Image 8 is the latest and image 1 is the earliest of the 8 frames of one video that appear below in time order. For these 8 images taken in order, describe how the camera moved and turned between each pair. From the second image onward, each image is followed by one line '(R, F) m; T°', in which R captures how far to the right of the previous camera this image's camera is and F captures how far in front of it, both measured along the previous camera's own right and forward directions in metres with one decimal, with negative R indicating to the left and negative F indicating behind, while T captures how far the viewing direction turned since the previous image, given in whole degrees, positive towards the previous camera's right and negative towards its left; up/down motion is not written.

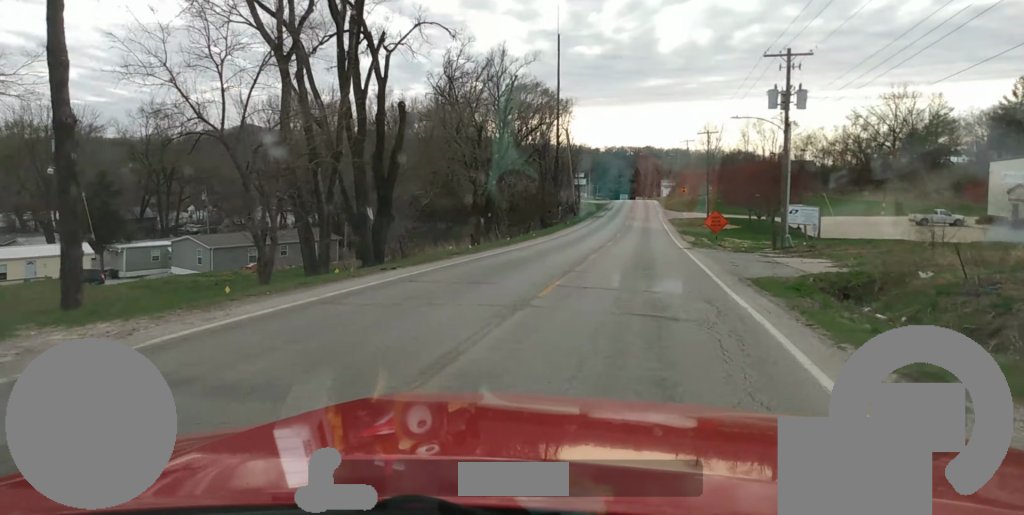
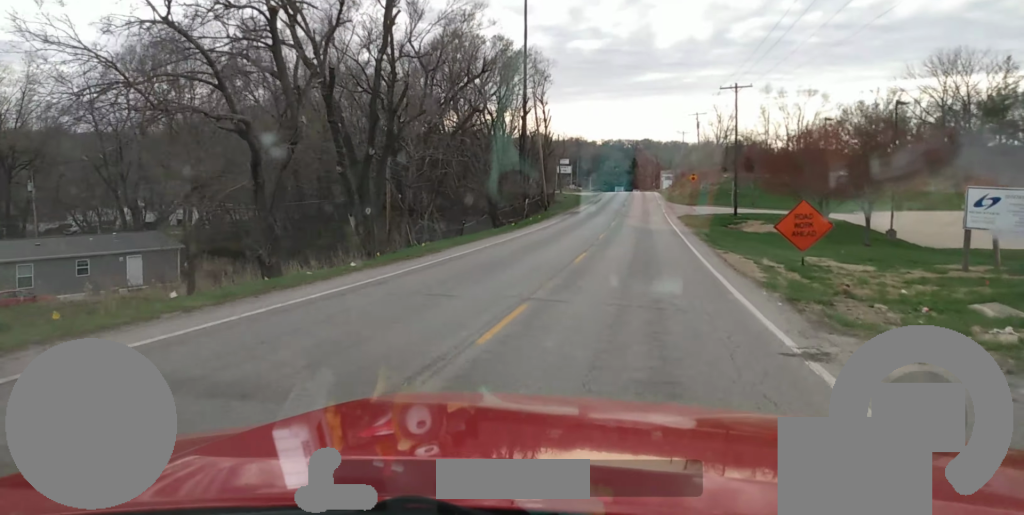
(0.0, +29.6) m; 0°
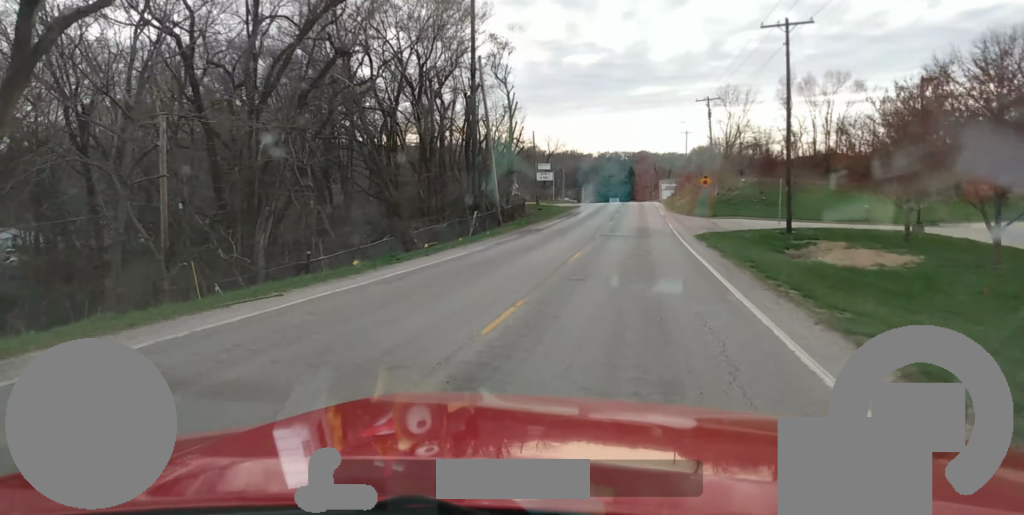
(+0.2, +24.4) m; 0°
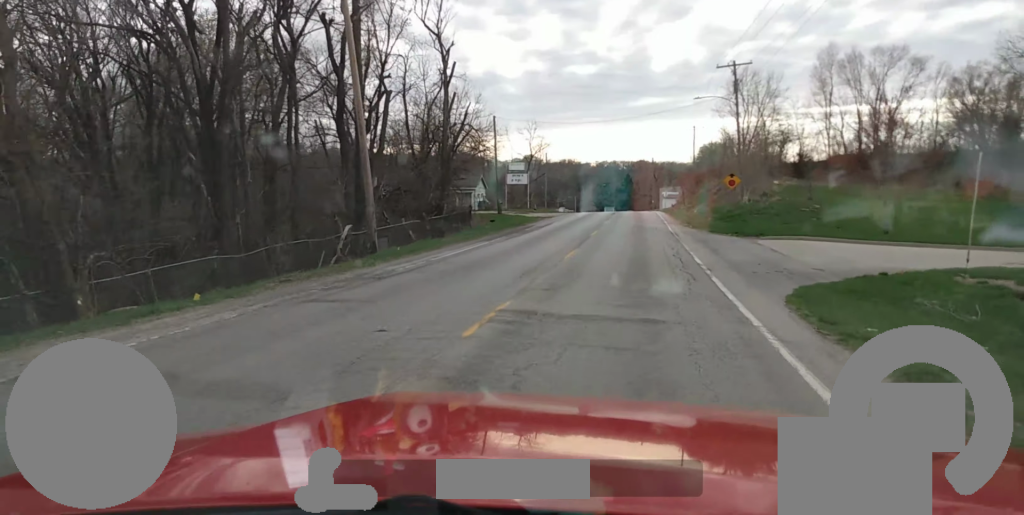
(0.0, +24.6) m; 0°
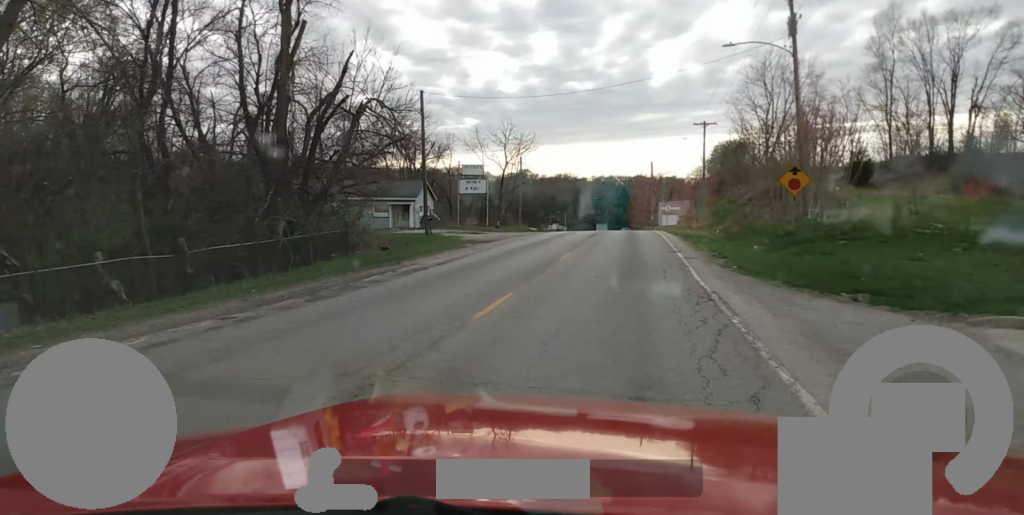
(-0.1, +22.6) m; 0°
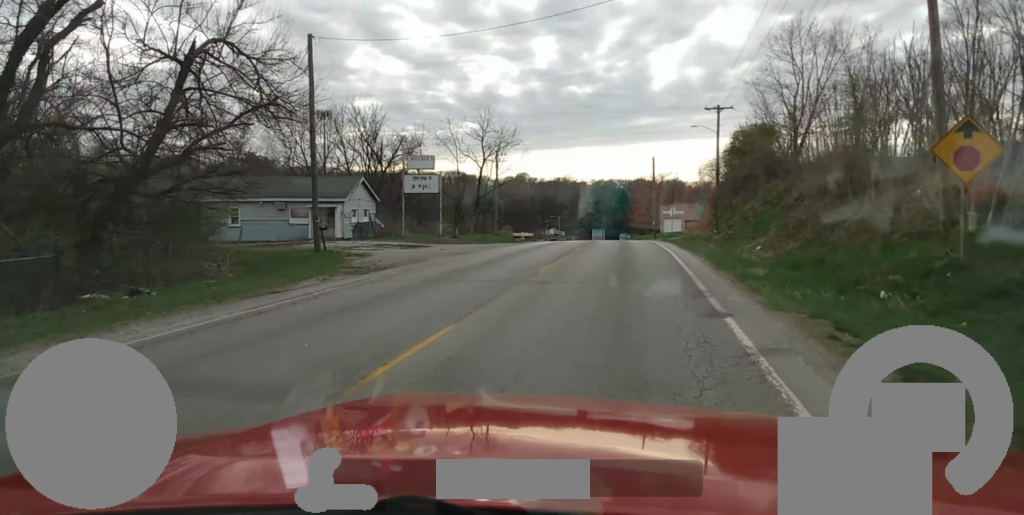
(0.0, +16.6) m; 0°
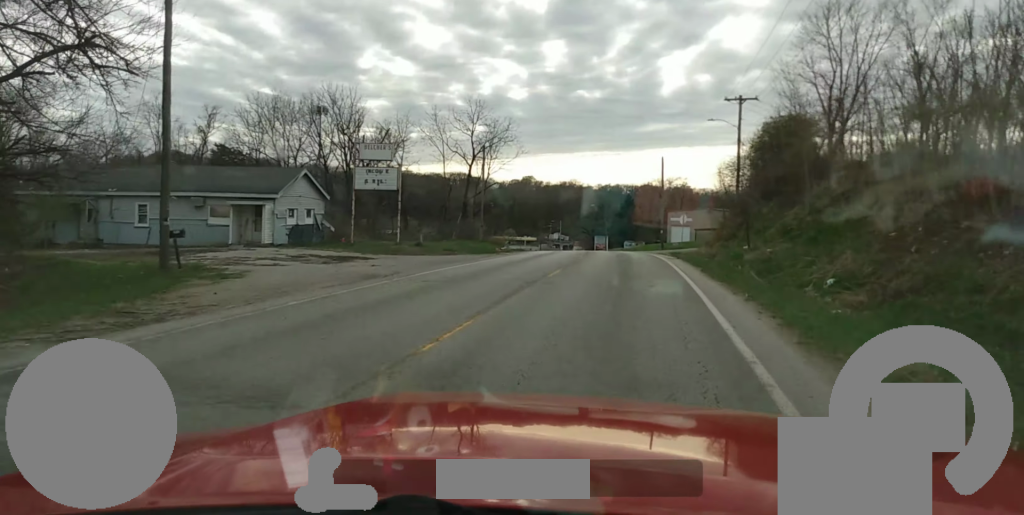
(0.0, +10.1) m; 0°
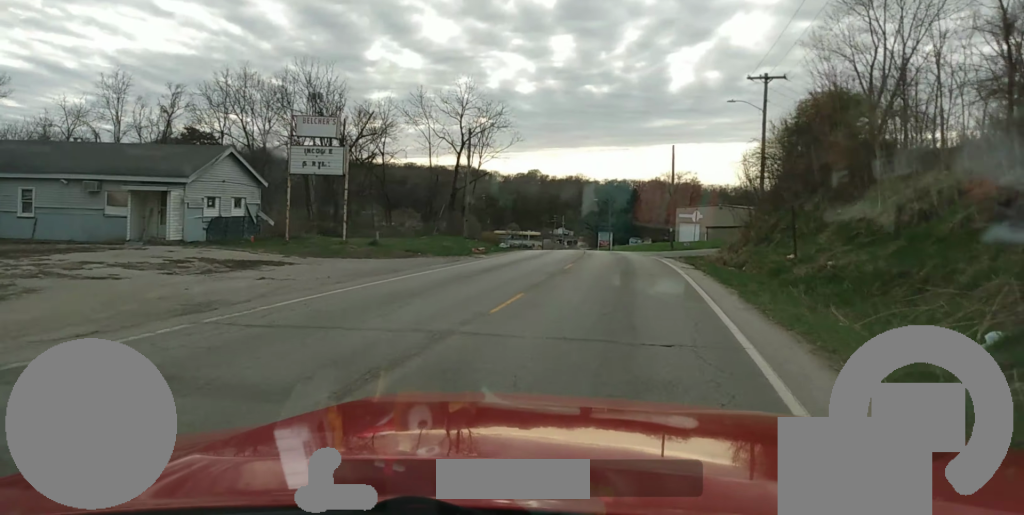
(0.0, +8.8) m; 0°
